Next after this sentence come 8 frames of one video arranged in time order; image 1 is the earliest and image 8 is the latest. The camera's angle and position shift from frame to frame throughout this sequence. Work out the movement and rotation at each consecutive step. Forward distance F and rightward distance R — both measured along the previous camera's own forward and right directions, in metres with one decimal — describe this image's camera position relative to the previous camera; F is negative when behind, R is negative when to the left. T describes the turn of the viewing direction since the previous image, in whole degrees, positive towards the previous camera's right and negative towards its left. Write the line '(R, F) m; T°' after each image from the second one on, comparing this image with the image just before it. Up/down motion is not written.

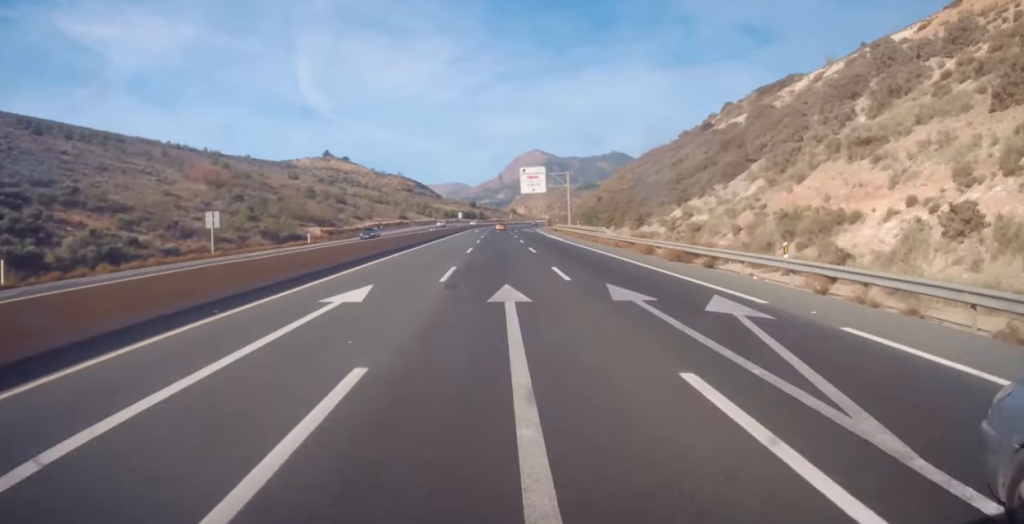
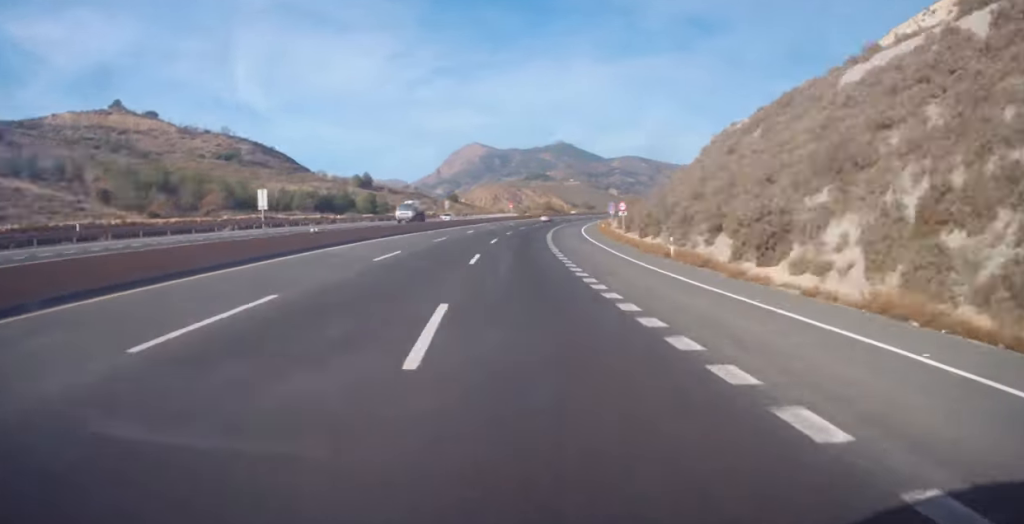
(+0.5, +179.6) m; +12°
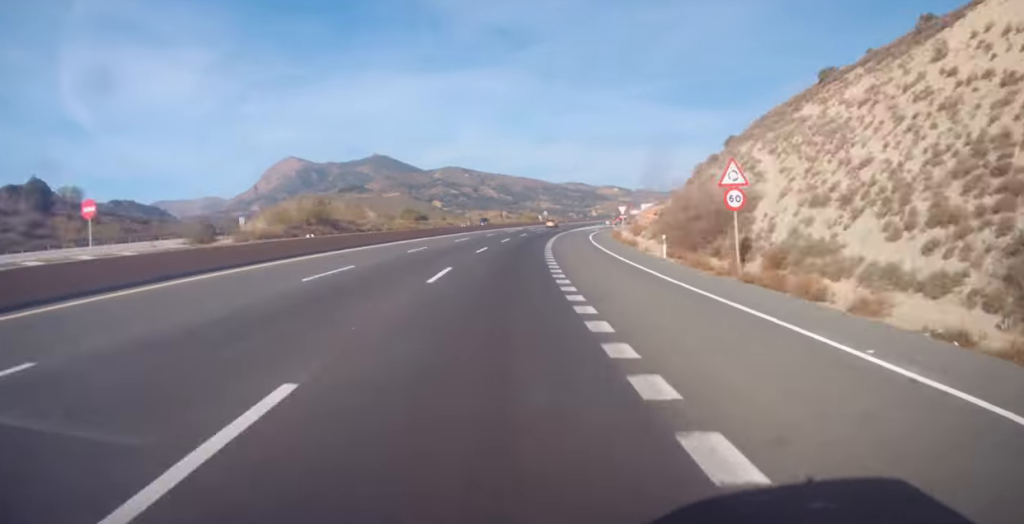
(+29.6, +142.8) m; +16°
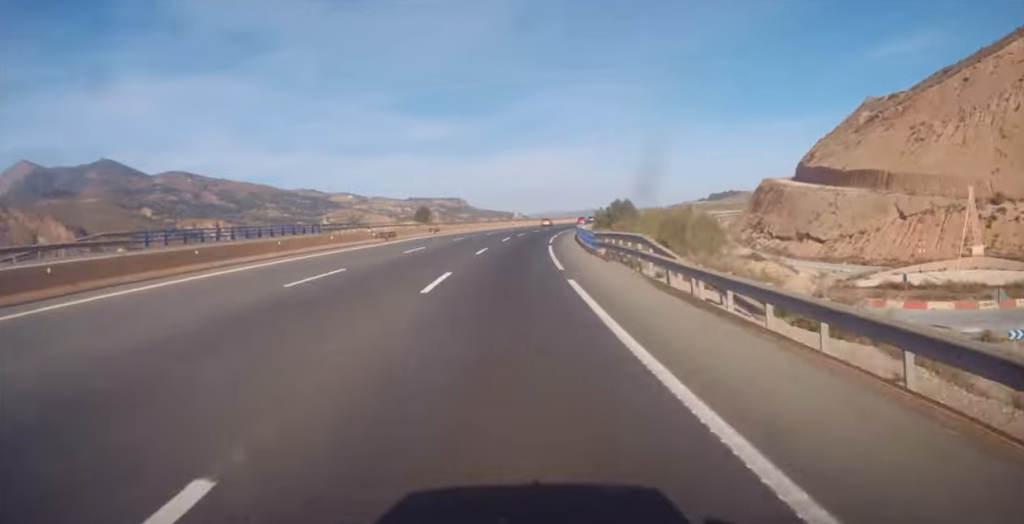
(+32.0, +178.2) m; +21°
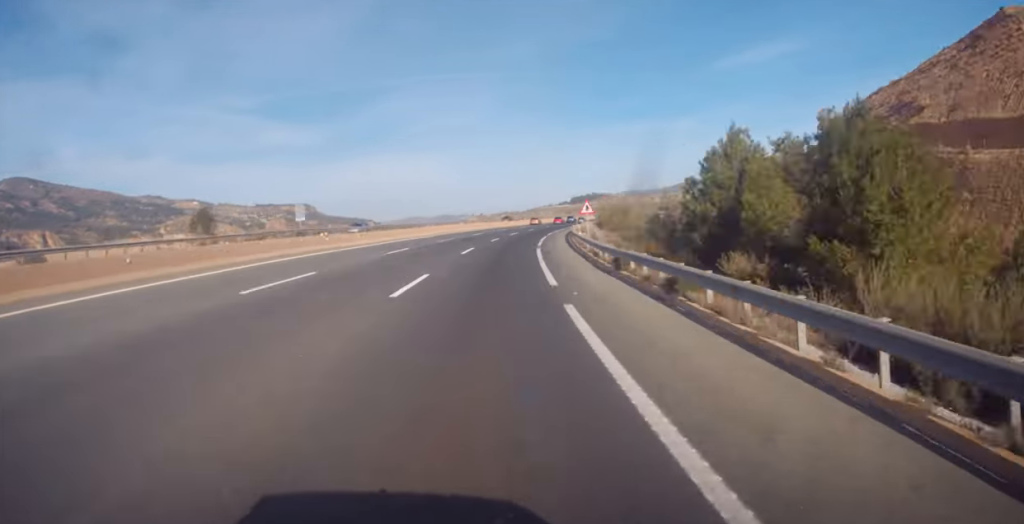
(+8.6, +107.2) m; +12°
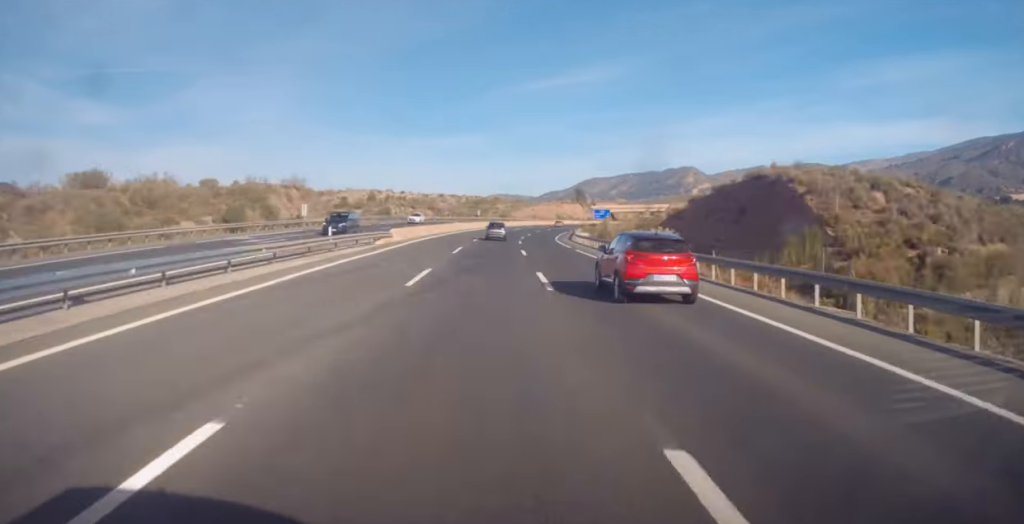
(+125.5, +563.9) m; +18°
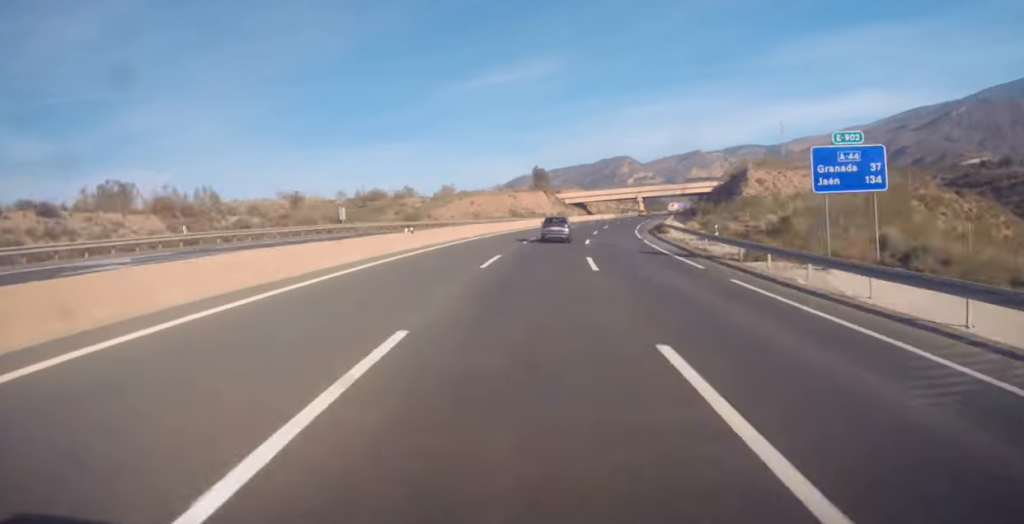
(+6.0, +99.4) m; +4°
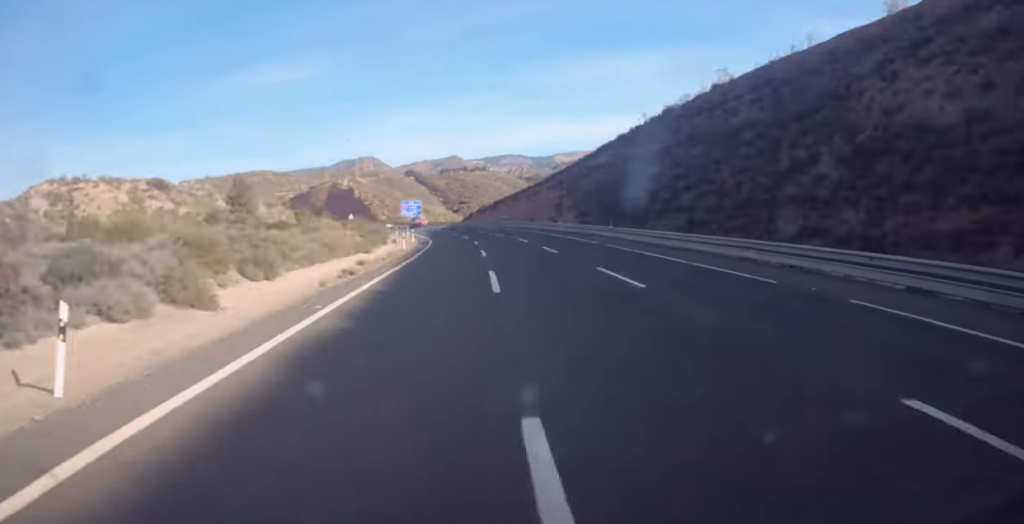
(+14.7, +395.6) m; -12°
